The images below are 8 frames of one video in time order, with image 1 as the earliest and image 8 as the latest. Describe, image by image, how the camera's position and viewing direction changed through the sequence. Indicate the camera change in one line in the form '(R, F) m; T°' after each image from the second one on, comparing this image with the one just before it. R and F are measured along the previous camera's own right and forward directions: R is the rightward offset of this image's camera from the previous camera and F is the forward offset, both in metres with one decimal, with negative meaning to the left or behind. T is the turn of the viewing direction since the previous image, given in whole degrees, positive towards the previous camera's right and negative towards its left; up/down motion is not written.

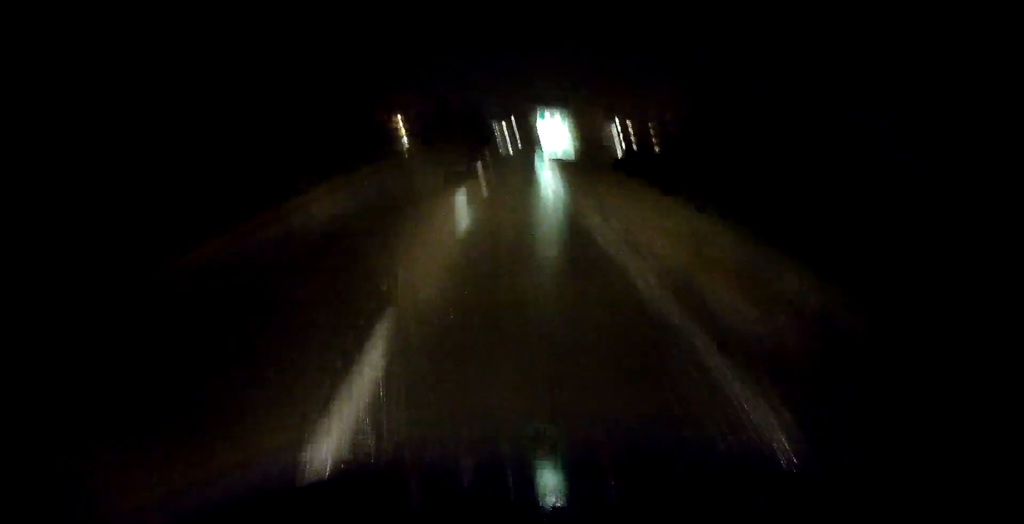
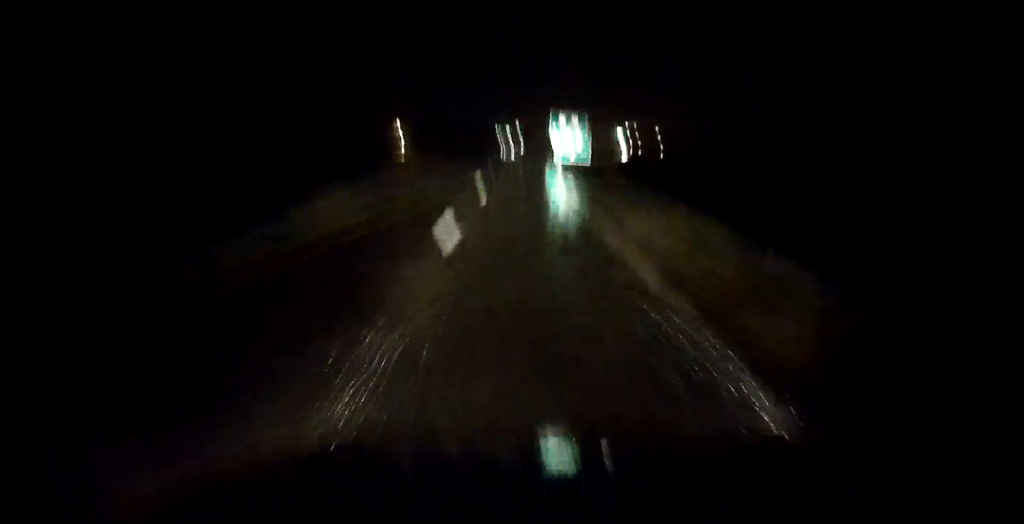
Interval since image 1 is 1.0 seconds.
(-0.1, +28.9) m; 0°
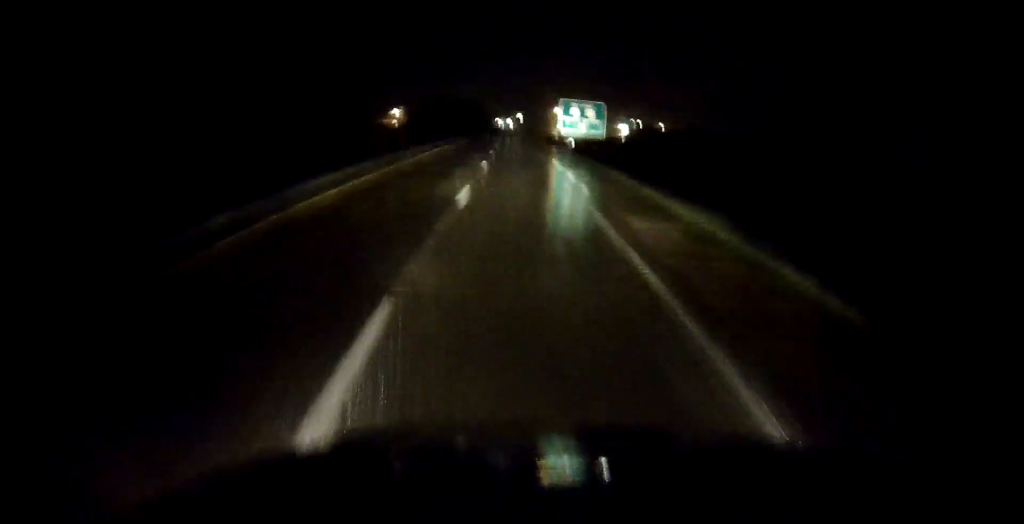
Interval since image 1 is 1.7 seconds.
(+0.1, +20.1) m; 0°
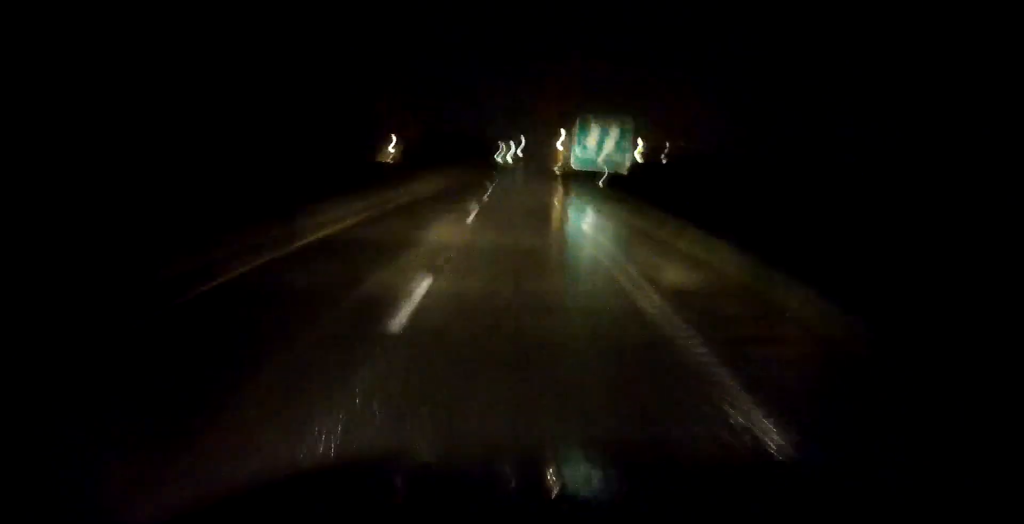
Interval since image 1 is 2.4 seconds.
(+0.2, +21.0) m; 0°
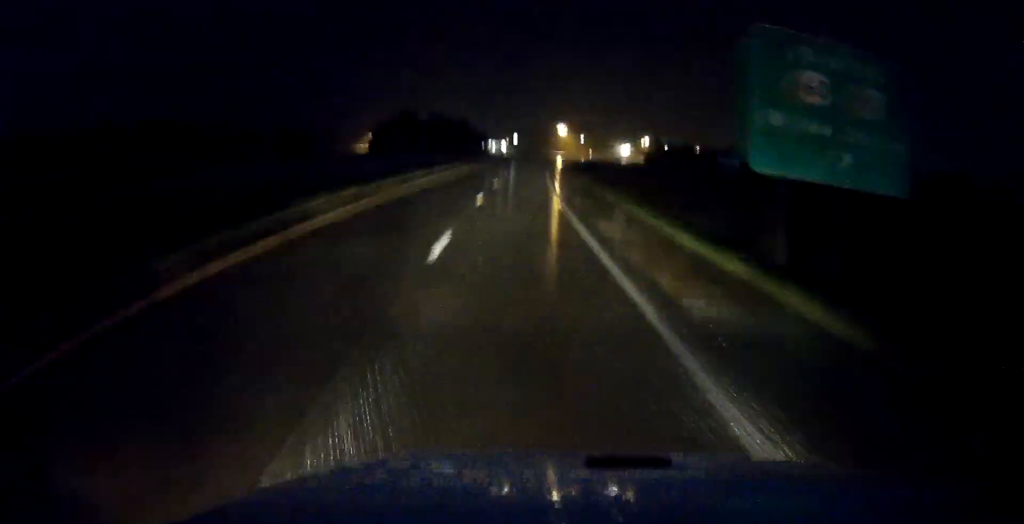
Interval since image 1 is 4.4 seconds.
(+0.1, +56.8) m; +1°
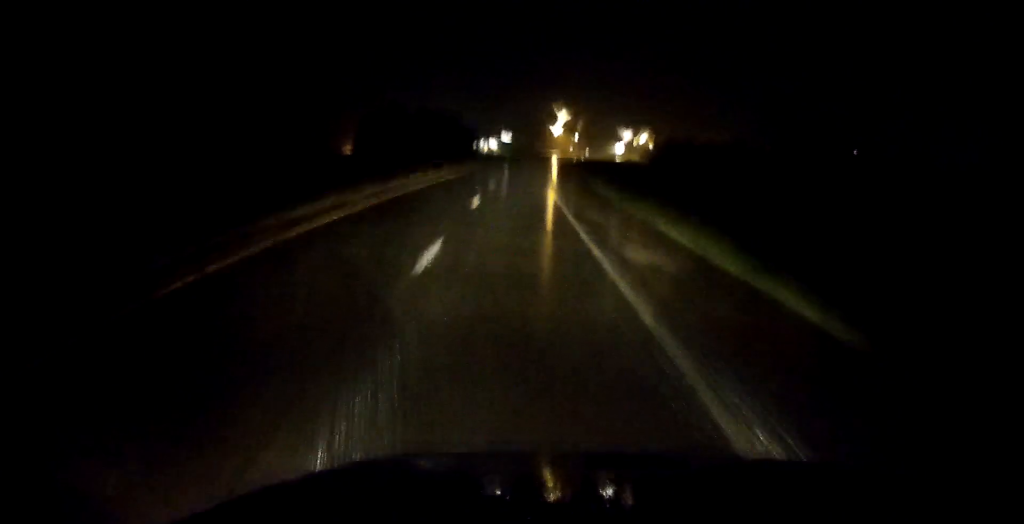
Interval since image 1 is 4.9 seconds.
(+0.1, +13.7) m; +1°
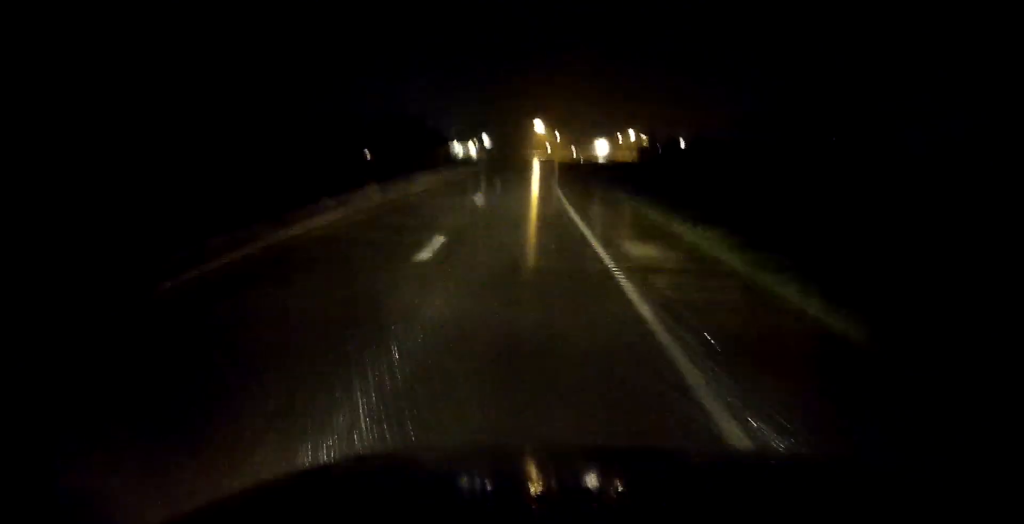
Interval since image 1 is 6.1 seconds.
(+0.7, +36.5) m; +2°
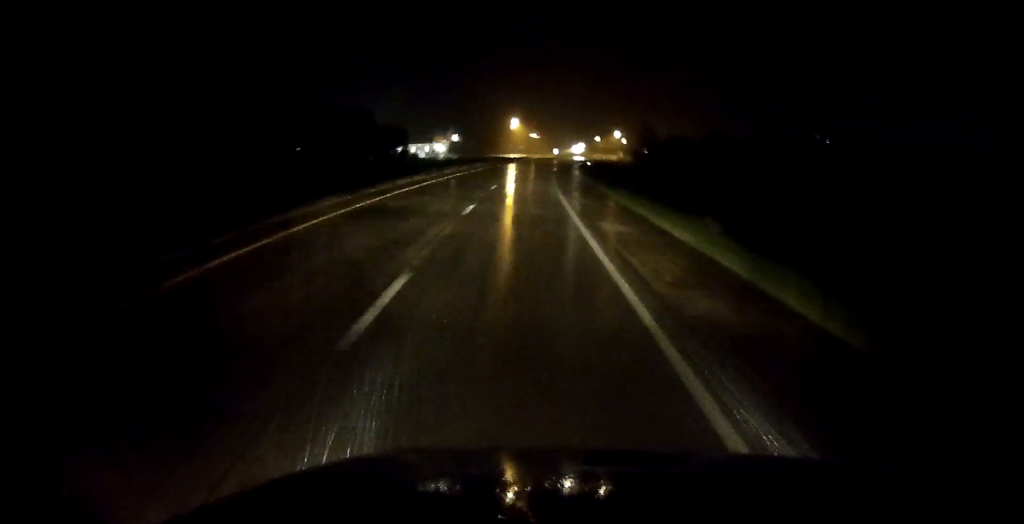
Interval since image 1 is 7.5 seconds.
(+0.9, +40.9) m; +2°
